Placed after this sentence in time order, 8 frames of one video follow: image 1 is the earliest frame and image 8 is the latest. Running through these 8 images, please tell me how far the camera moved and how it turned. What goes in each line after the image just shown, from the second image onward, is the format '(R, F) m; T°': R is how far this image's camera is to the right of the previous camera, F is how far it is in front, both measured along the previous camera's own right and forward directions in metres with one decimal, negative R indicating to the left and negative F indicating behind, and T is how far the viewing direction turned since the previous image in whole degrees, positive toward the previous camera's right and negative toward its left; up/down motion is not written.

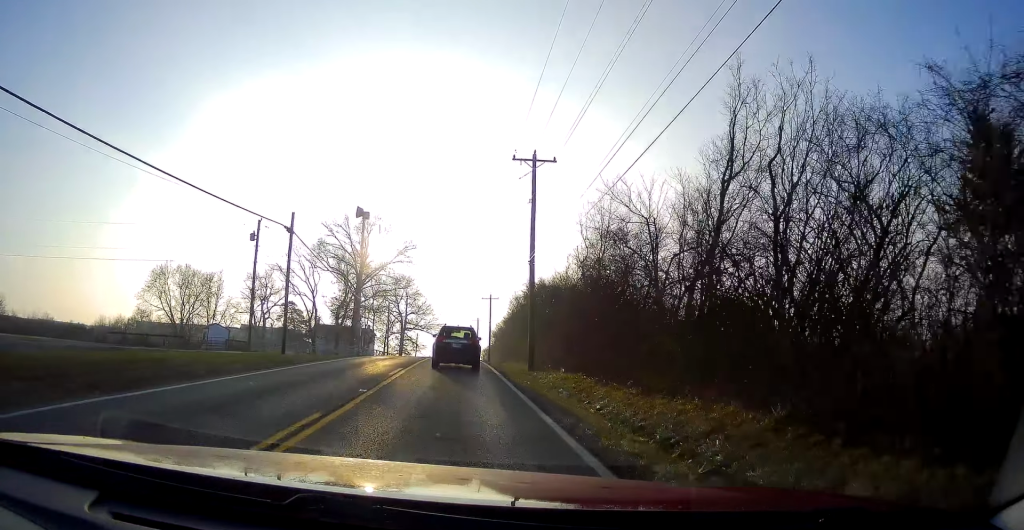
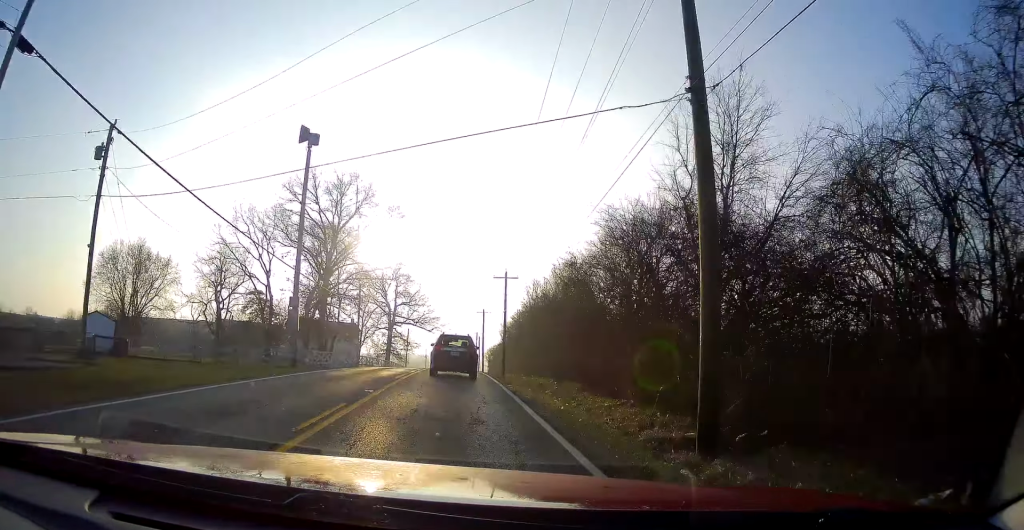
(-0.2, +22.6) m; -1°
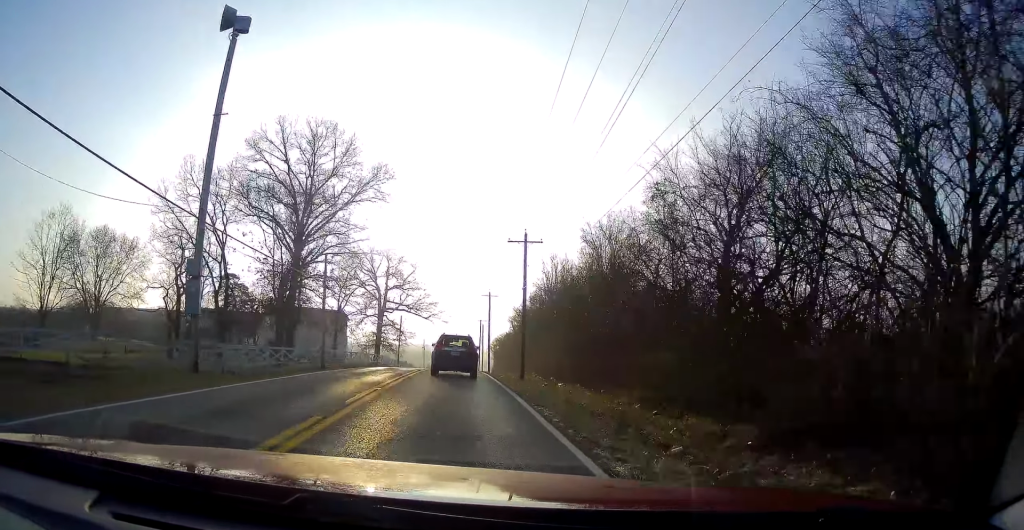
(-0.3, +14.0) m; +2°
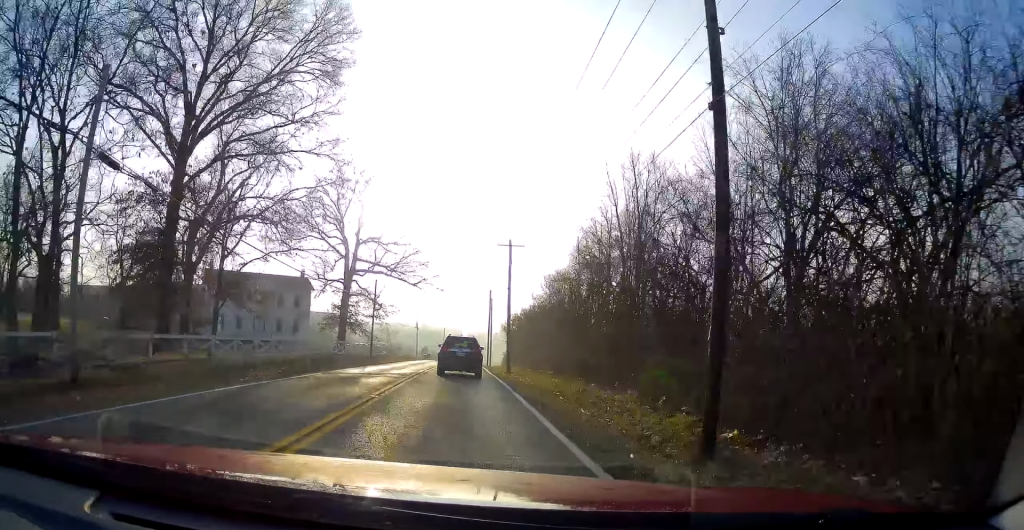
(+0.4, +27.1) m; -1°
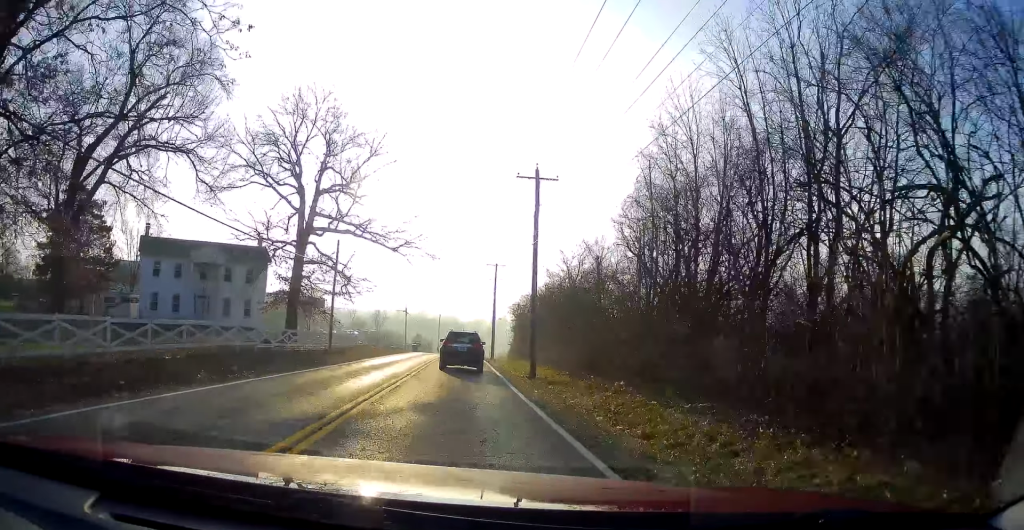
(-0.2, +17.3) m; 0°
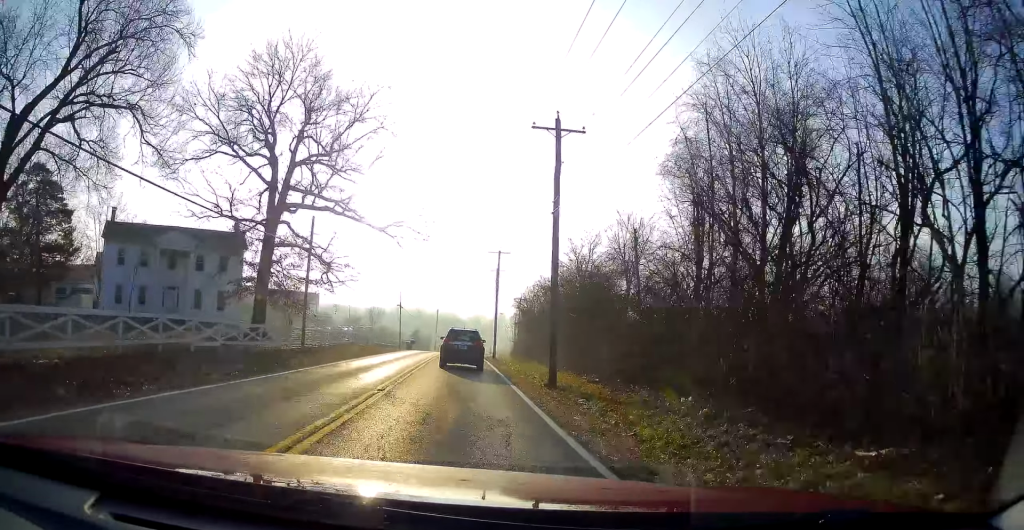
(0.0, +6.8) m; 0°
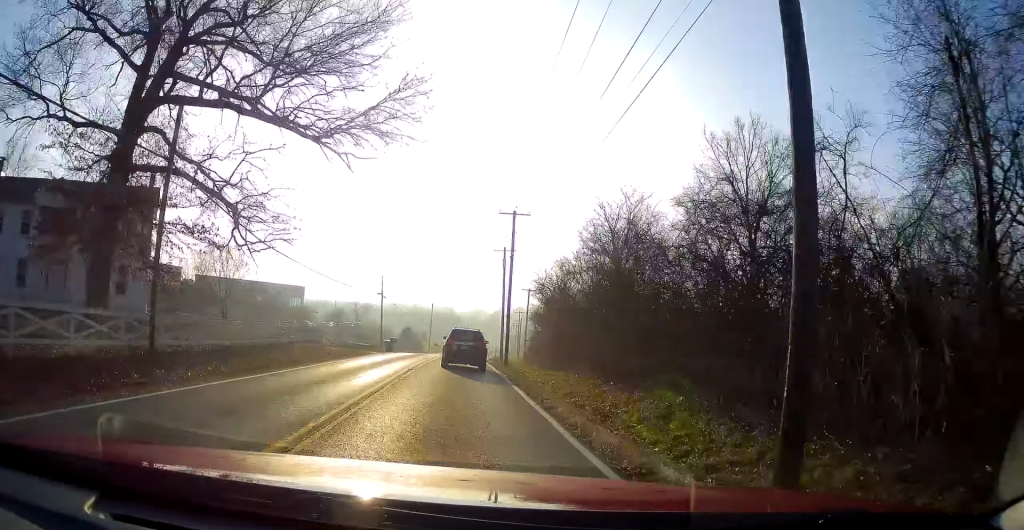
(0.0, +17.4) m; +1°
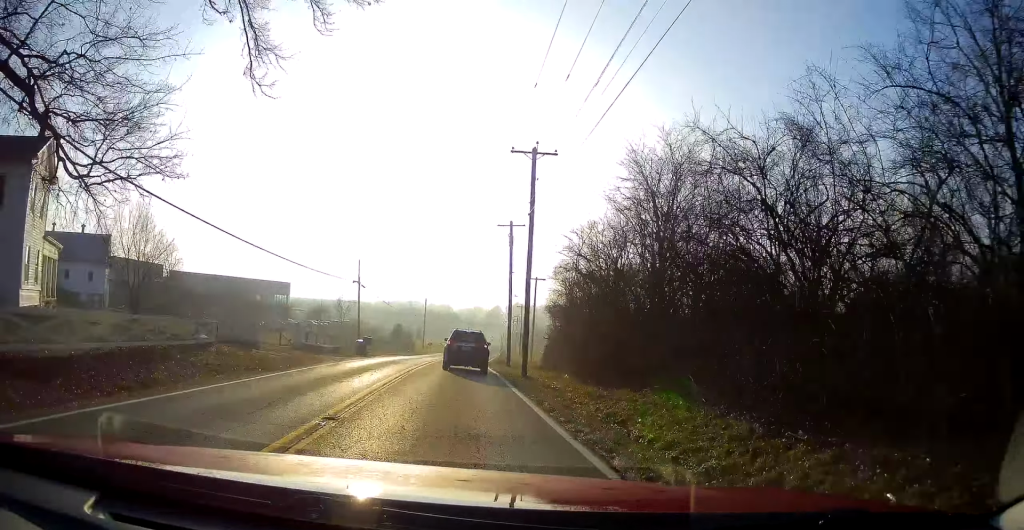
(+0.2, +12.9) m; +1°
